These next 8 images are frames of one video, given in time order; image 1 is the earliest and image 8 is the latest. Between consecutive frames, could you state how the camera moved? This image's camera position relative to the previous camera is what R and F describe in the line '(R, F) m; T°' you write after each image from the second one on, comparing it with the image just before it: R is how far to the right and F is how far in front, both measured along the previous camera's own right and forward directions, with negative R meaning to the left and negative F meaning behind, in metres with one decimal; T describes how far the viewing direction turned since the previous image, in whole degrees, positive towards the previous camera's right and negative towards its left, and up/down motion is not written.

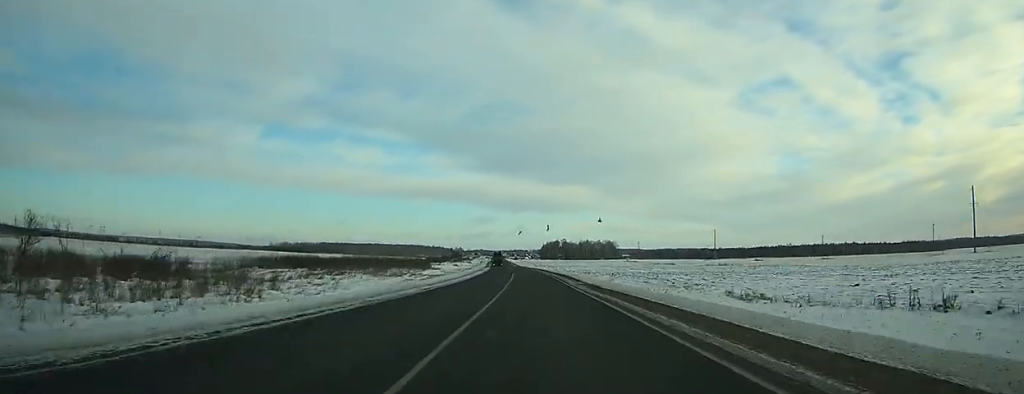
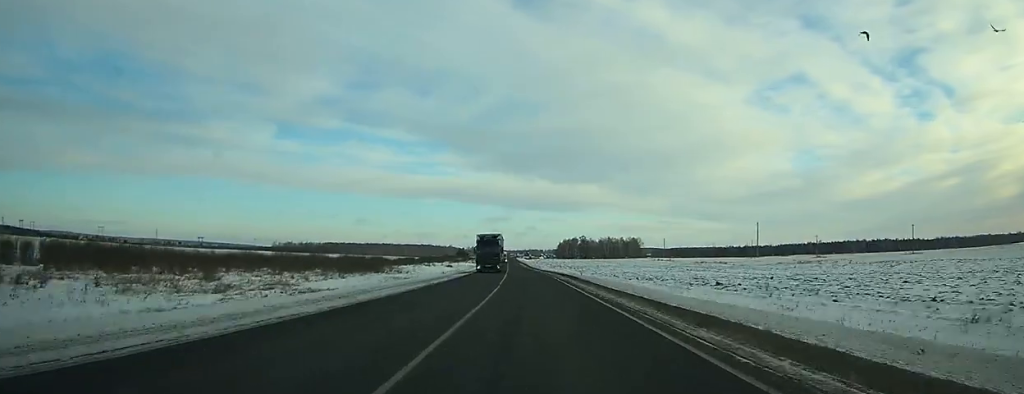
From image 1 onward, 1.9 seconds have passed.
(-0.7, +52.3) m; -1°
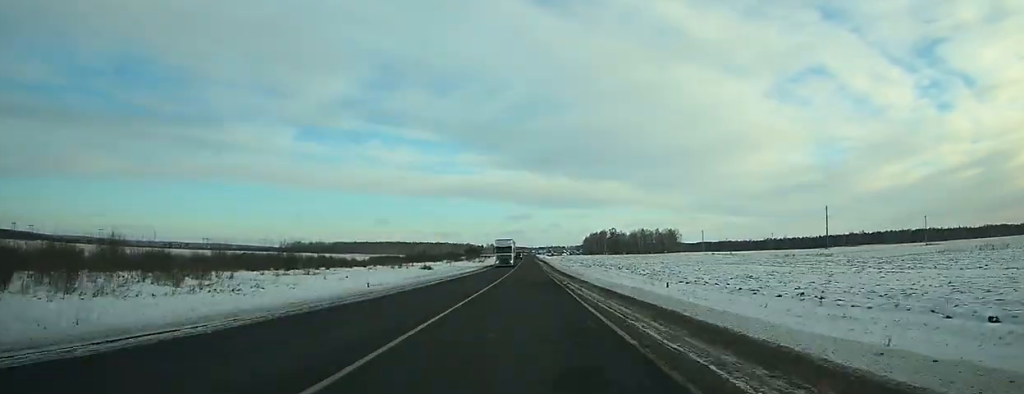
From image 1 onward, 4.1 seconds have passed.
(-0.8, +60.0) m; -1°
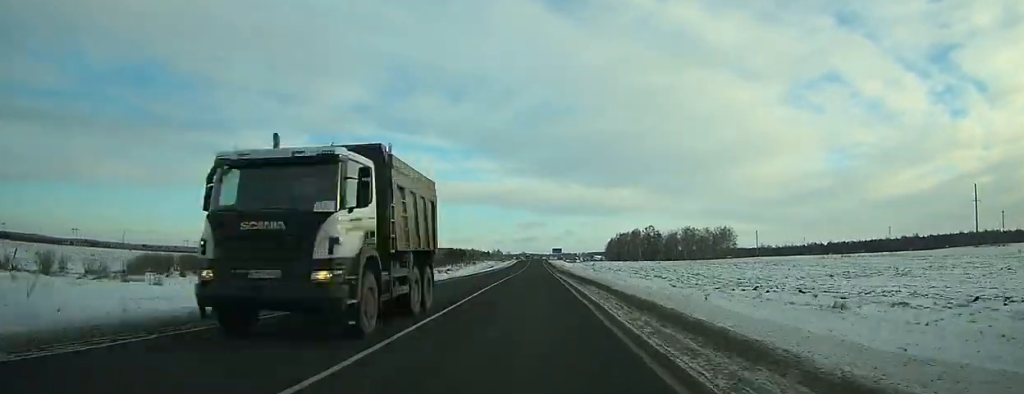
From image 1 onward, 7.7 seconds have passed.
(-1.5, +93.8) m; -1°
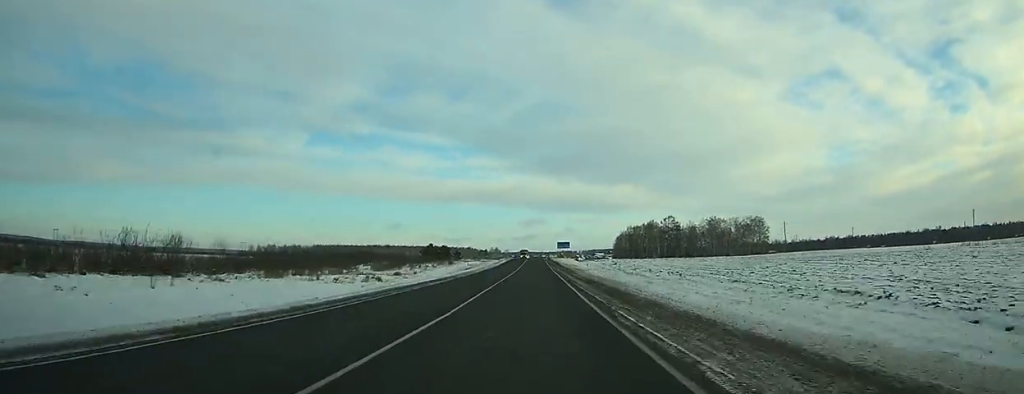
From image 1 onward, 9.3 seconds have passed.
(-0.1, +45.7) m; 0°
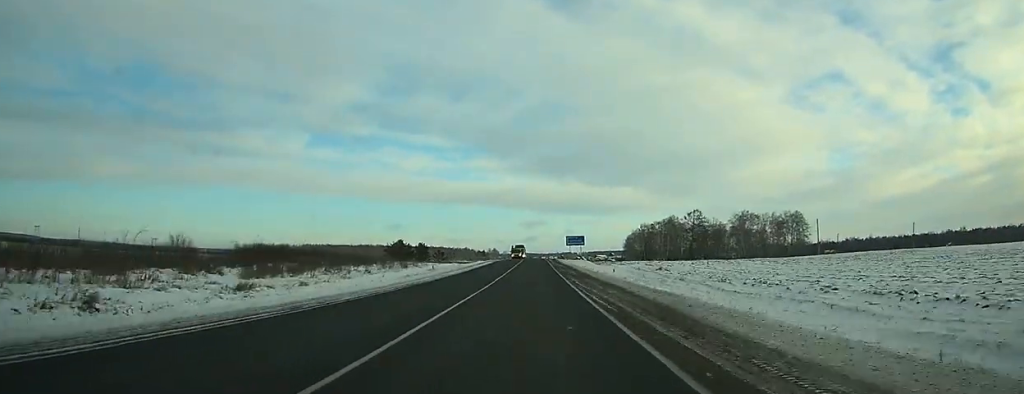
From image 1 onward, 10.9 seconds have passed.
(0.0, +42.8) m; 0°
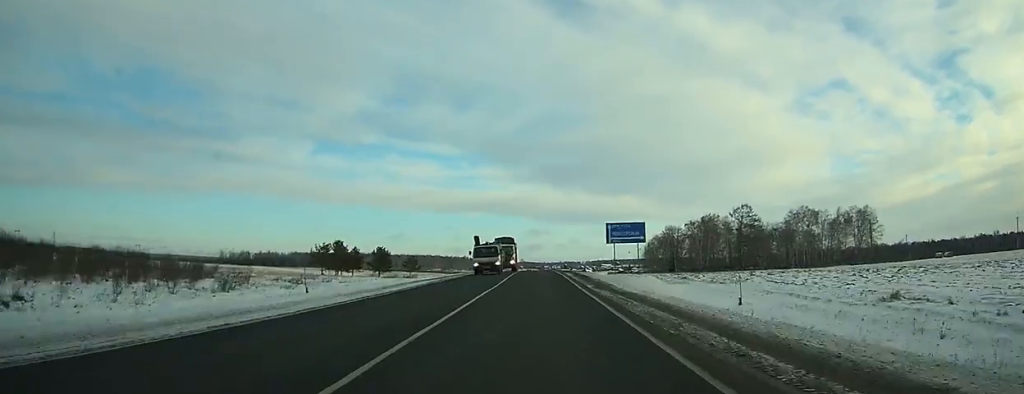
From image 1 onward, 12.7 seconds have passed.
(0.0, +49.4) m; 0°
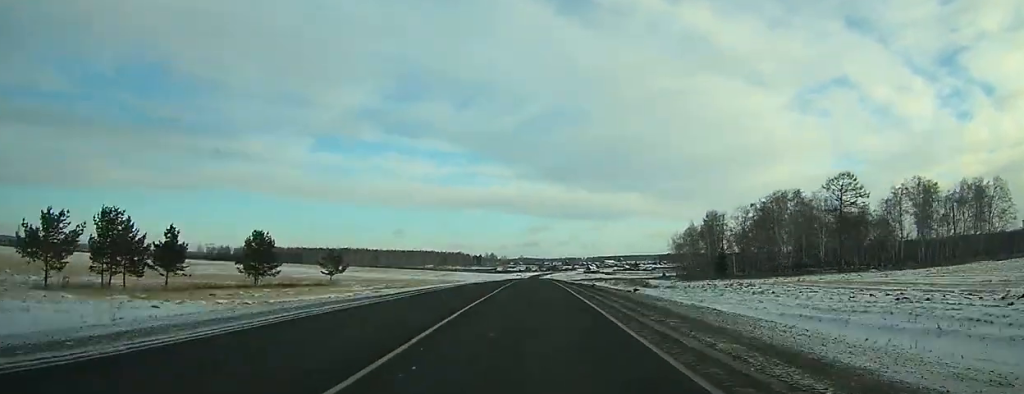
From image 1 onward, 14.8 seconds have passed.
(-0.1, +56.0) m; 0°
